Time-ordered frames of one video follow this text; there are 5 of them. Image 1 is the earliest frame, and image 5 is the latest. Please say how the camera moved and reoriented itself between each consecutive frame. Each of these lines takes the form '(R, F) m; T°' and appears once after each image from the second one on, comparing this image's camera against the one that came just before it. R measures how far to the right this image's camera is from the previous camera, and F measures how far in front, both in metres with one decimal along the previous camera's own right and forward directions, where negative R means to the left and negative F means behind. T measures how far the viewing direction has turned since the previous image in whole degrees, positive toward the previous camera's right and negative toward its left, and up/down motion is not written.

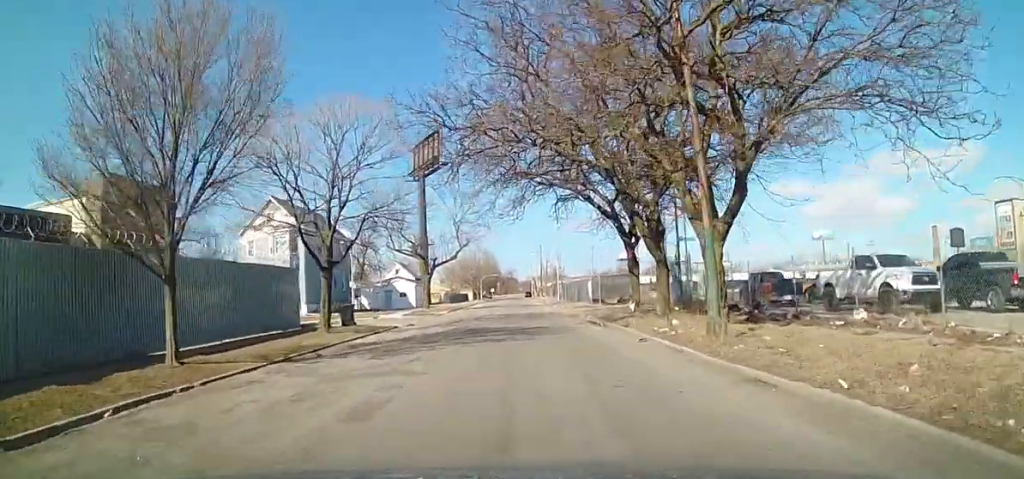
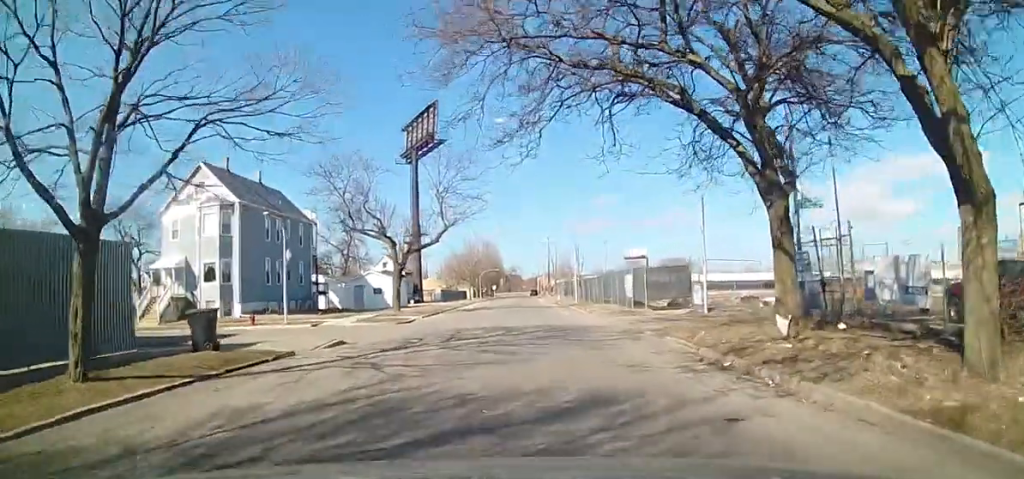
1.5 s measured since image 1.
(-0.1, +15.7) m; -2°
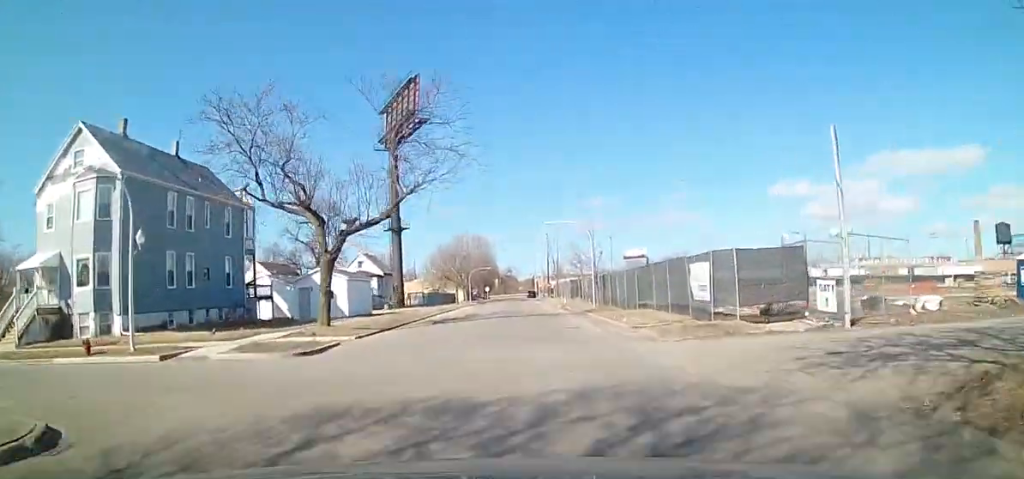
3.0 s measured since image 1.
(-0.5, +14.9) m; -1°
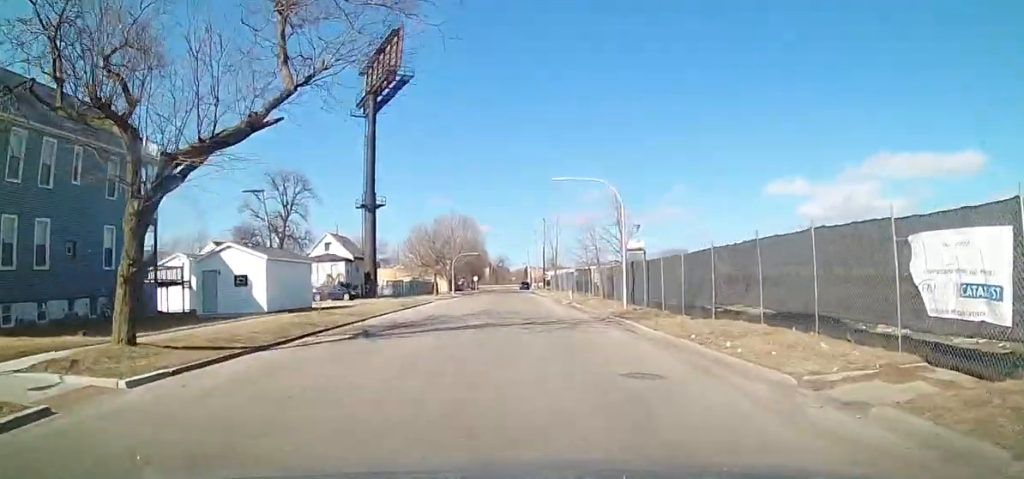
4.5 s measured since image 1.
(+0.5, +14.2) m; +2°
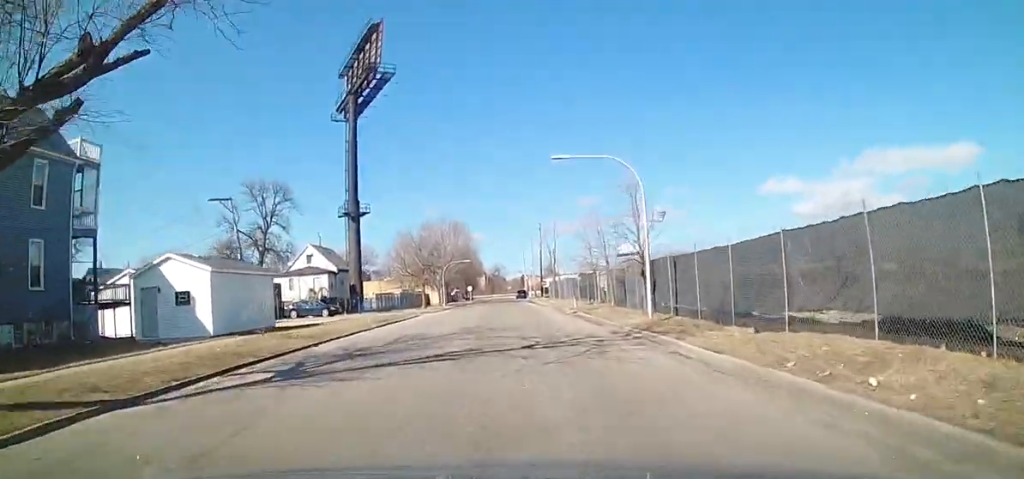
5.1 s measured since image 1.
(-0.1, +5.8) m; 0°
